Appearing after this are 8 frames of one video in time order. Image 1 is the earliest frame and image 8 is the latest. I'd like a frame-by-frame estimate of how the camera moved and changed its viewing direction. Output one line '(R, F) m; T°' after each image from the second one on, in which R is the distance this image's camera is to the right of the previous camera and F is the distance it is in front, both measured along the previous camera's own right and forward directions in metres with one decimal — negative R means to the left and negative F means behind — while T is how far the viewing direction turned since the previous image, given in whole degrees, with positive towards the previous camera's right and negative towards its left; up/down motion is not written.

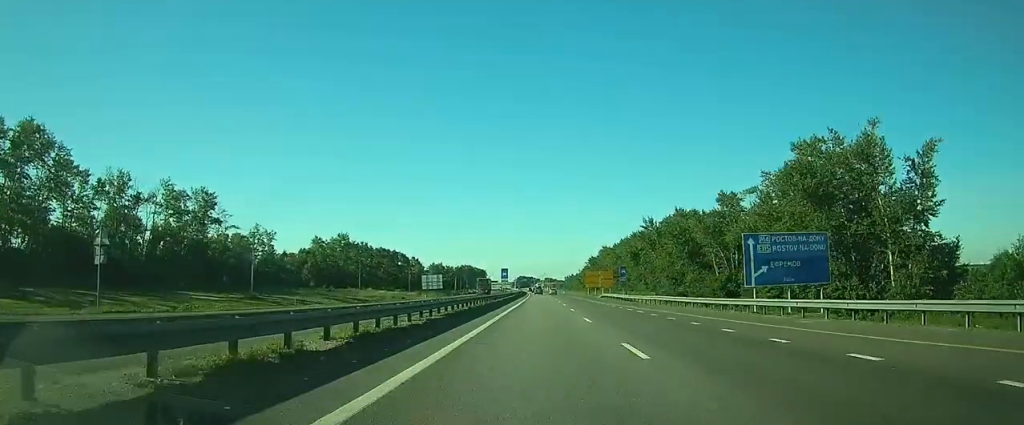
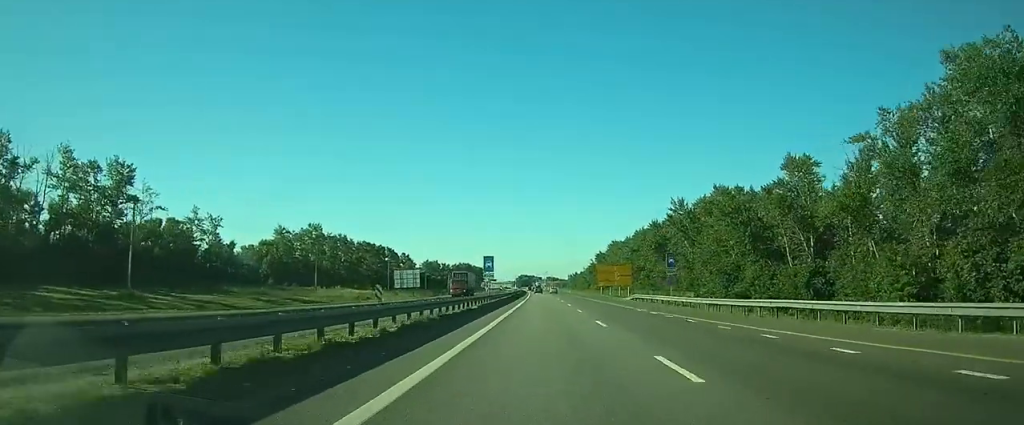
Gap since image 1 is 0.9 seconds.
(0.0, +26.9) m; 0°
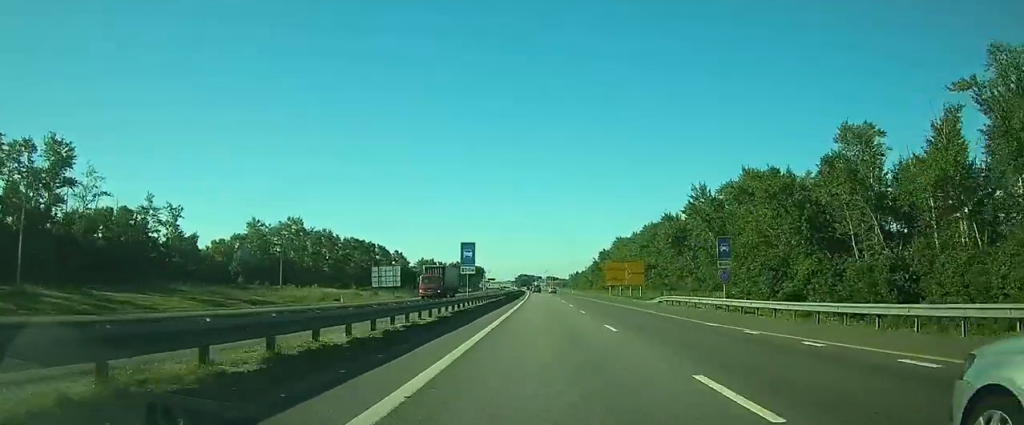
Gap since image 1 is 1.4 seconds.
(+0.1, +14.4) m; 0°
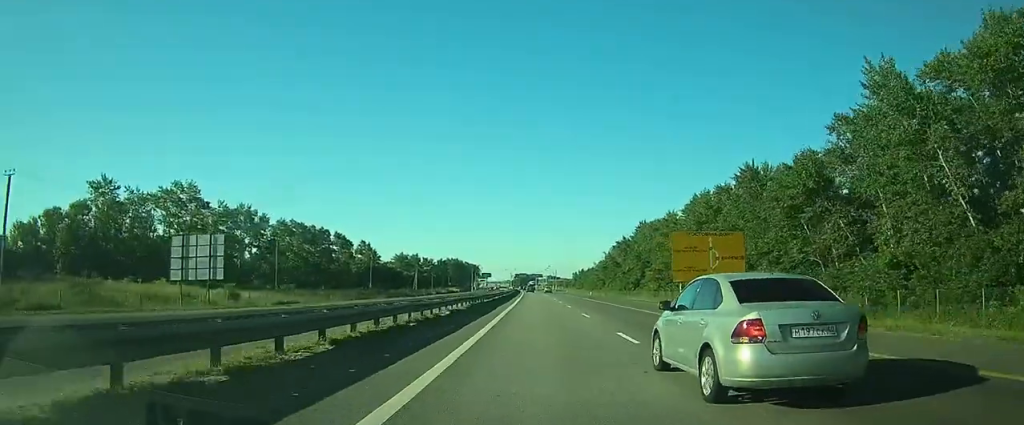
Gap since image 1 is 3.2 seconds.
(+0.1, +51.6) m; 0°
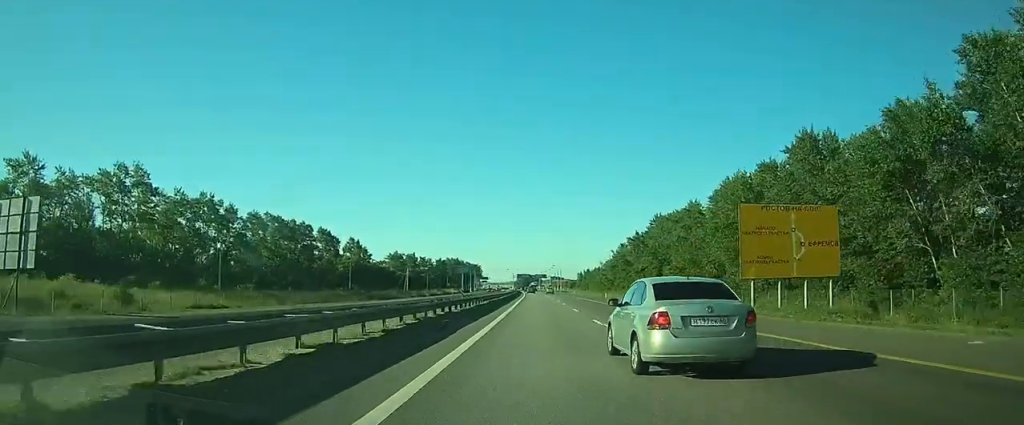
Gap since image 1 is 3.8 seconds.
(0.0, +17.2) m; 0°
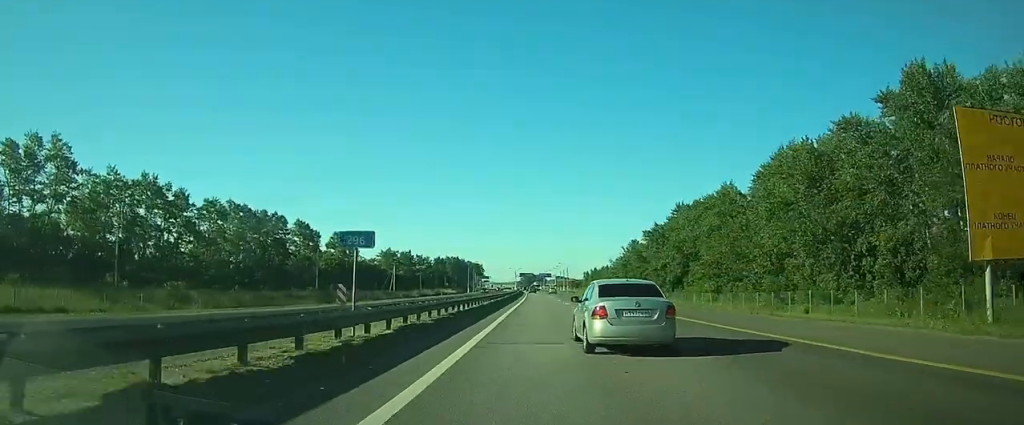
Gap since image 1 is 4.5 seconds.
(-0.1, +20.1) m; 0°
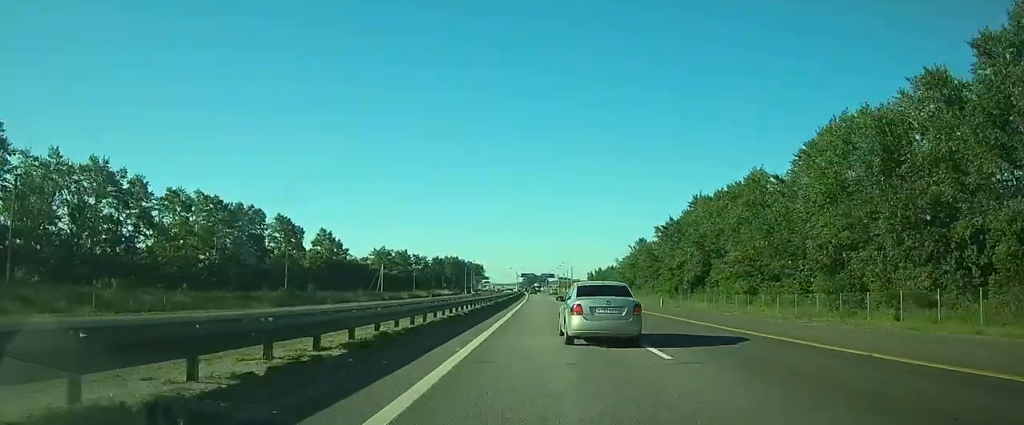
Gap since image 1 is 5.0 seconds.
(0.0, +13.4) m; 0°
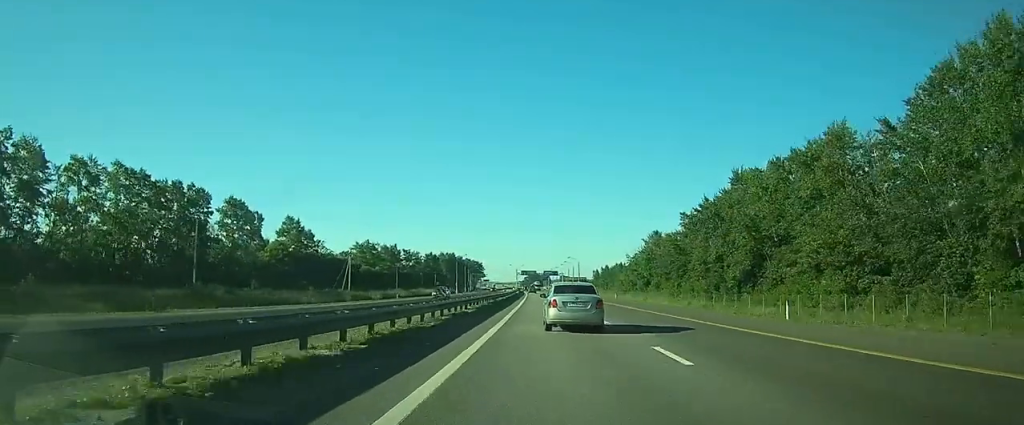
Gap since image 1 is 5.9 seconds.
(-0.2, +24.9) m; -1°
